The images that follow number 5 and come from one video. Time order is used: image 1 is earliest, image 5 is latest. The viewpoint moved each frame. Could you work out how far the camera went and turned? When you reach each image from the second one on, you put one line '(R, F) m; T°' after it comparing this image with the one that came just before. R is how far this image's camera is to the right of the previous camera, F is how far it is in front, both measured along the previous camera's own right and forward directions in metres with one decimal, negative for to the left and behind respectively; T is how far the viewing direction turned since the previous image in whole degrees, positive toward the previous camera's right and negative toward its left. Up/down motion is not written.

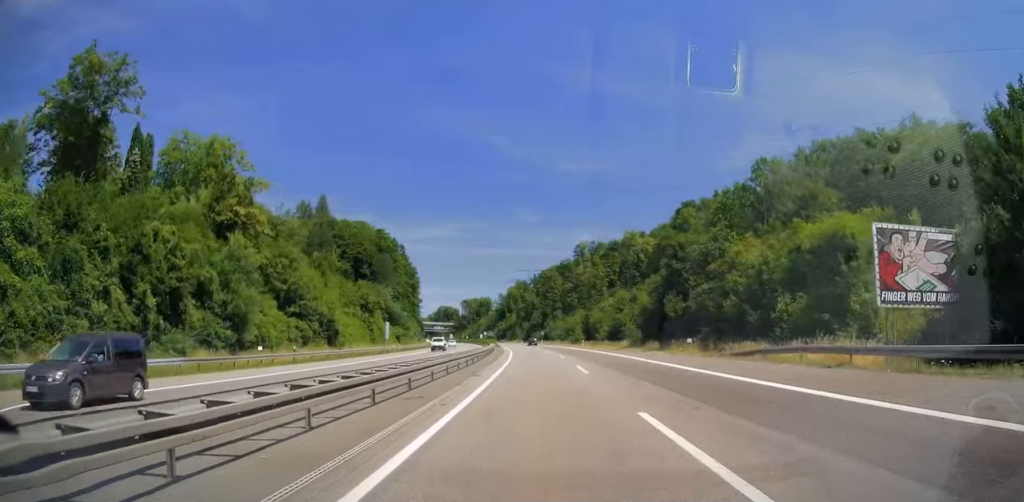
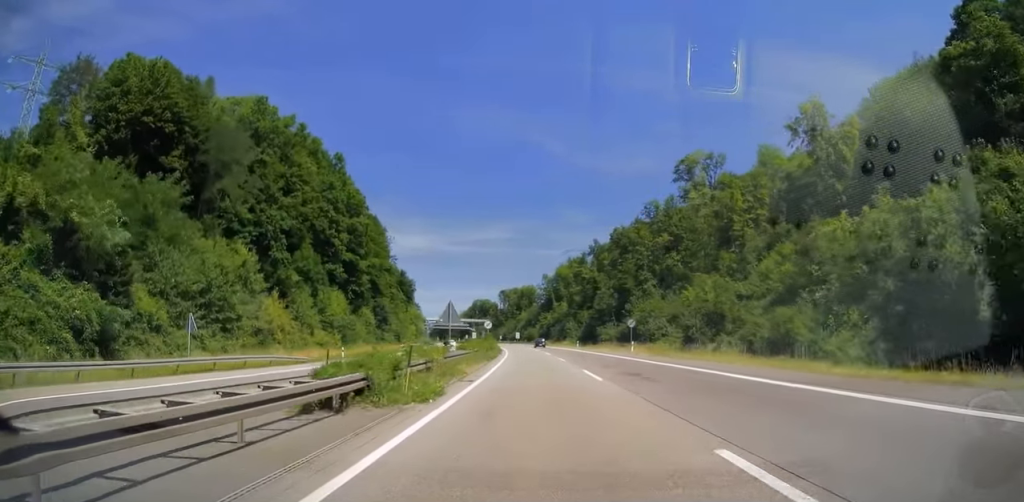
(-4.4, +93.7) m; -5°
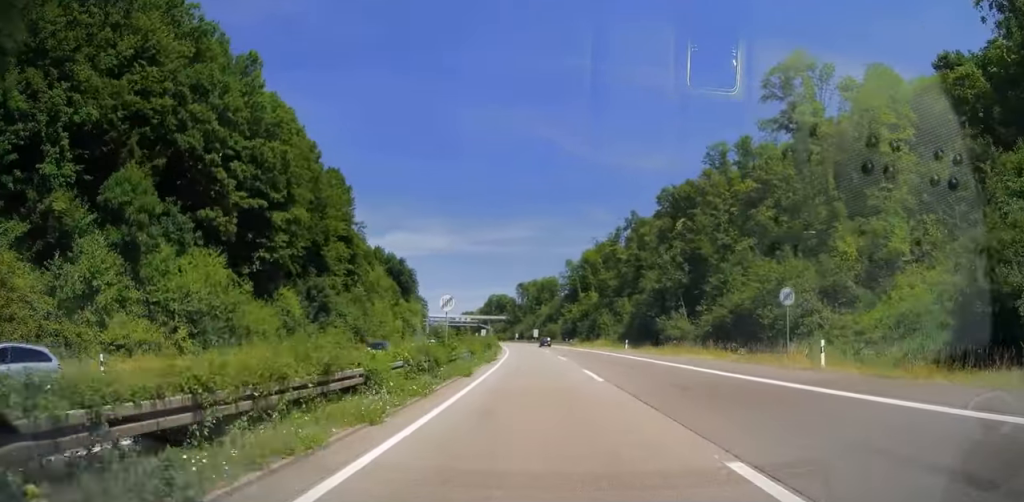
(-0.6, +36.5) m; -2°
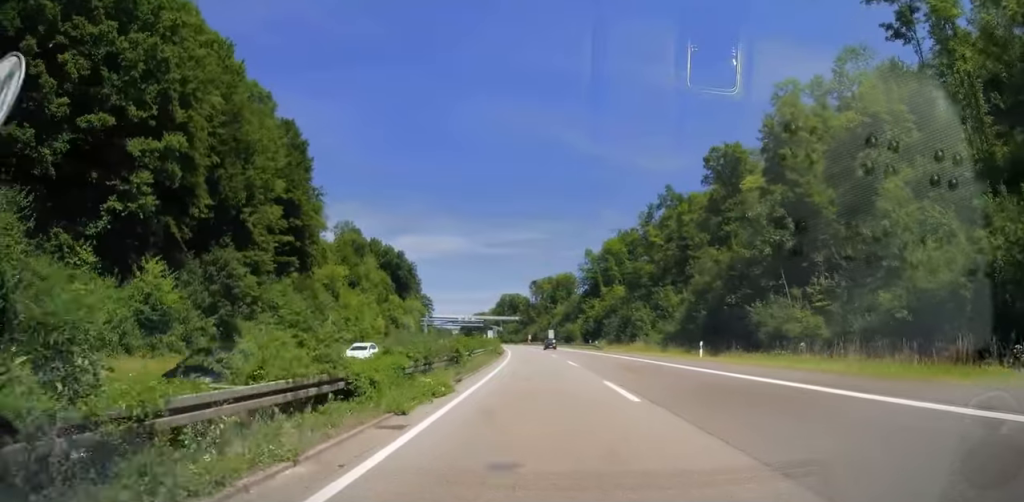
(-0.3, +23.9) m; -1°
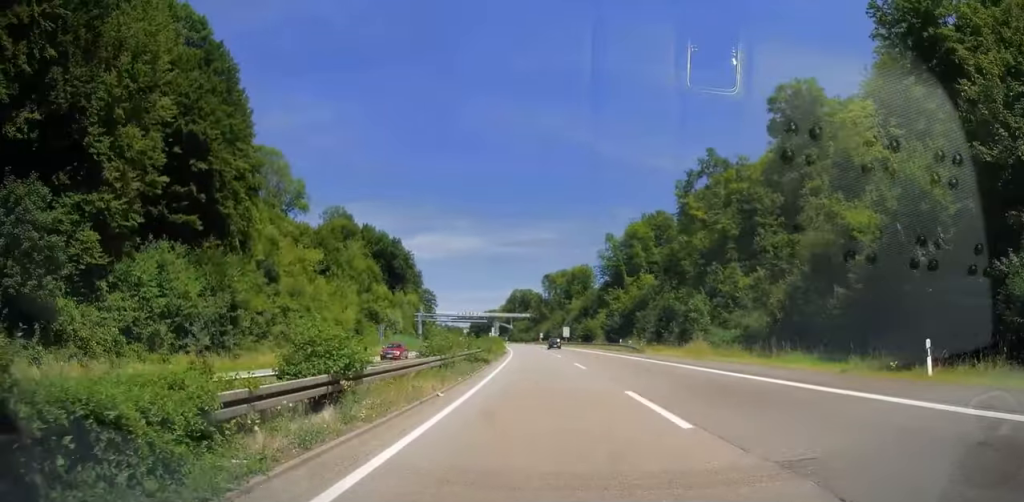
(-0.2, +21.8) m; -1°
